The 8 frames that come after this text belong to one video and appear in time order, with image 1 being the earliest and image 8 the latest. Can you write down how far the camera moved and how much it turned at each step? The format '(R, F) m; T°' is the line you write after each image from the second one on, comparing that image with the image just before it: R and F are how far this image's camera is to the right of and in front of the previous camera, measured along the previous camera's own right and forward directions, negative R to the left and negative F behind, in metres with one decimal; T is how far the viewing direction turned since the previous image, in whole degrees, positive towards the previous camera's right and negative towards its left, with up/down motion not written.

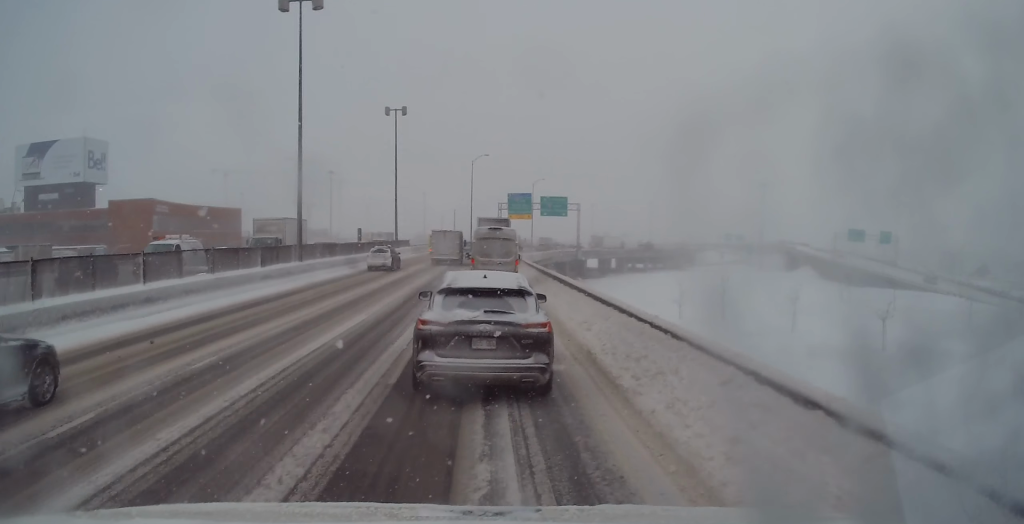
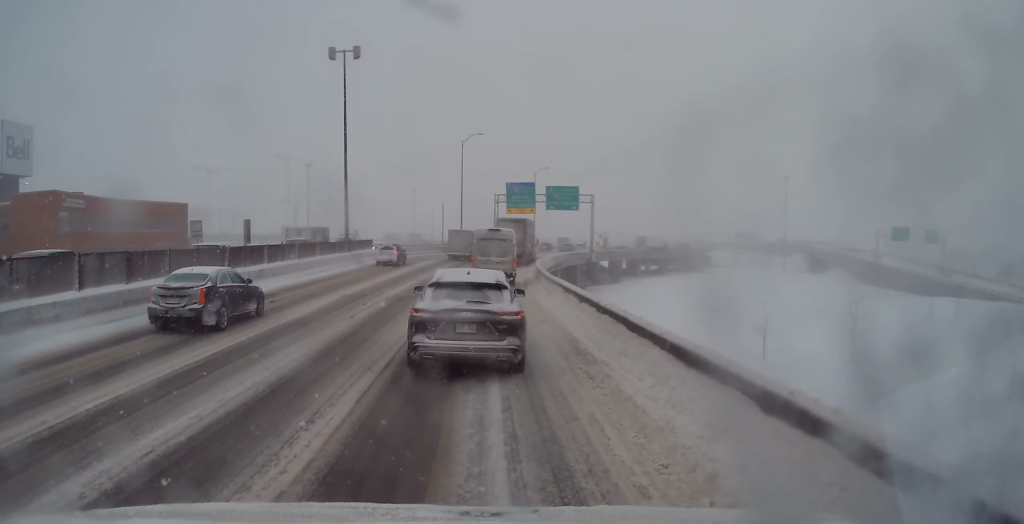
(-0.1, +22.5) m; +3°
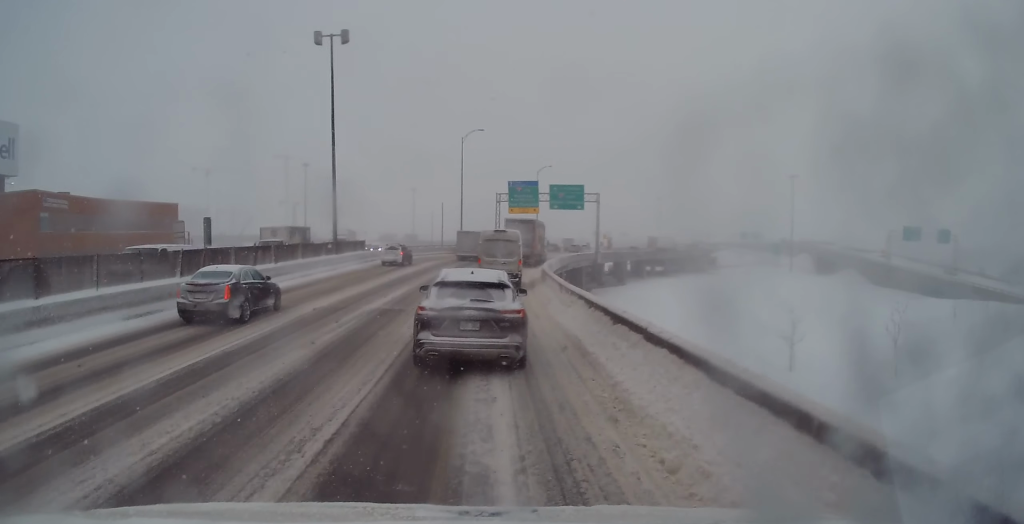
(+0.1, +4.1) m; 0°
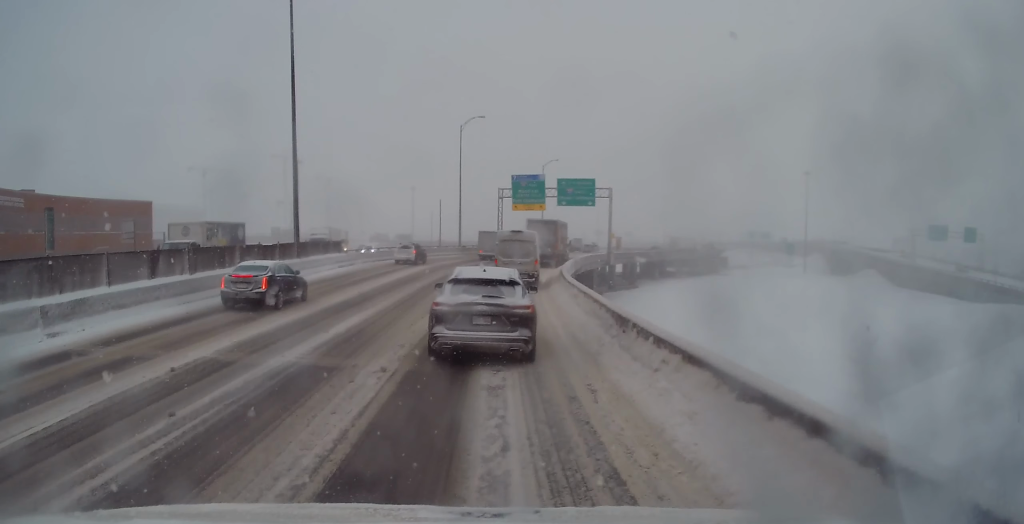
(0.0, +9.1) m; 0°
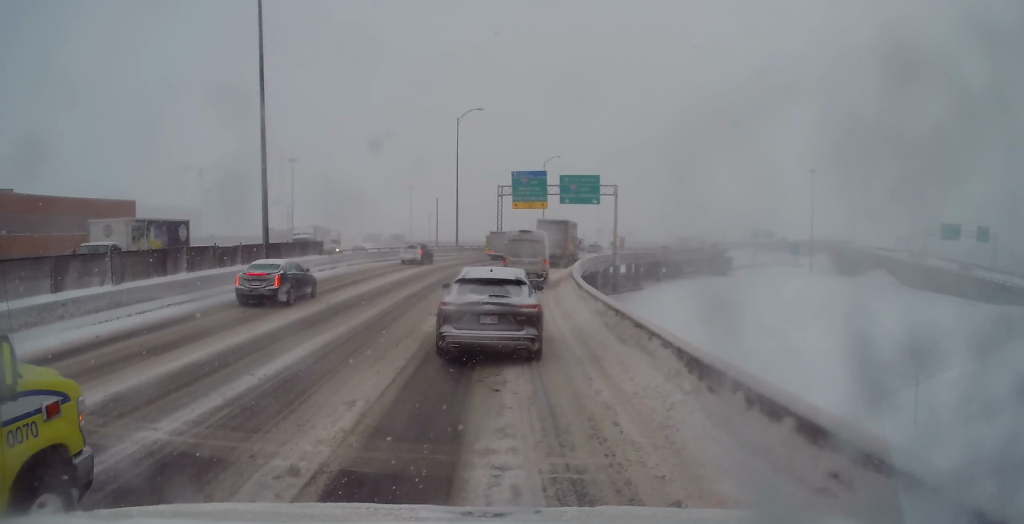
(-0.1, +4.6) m; -1°
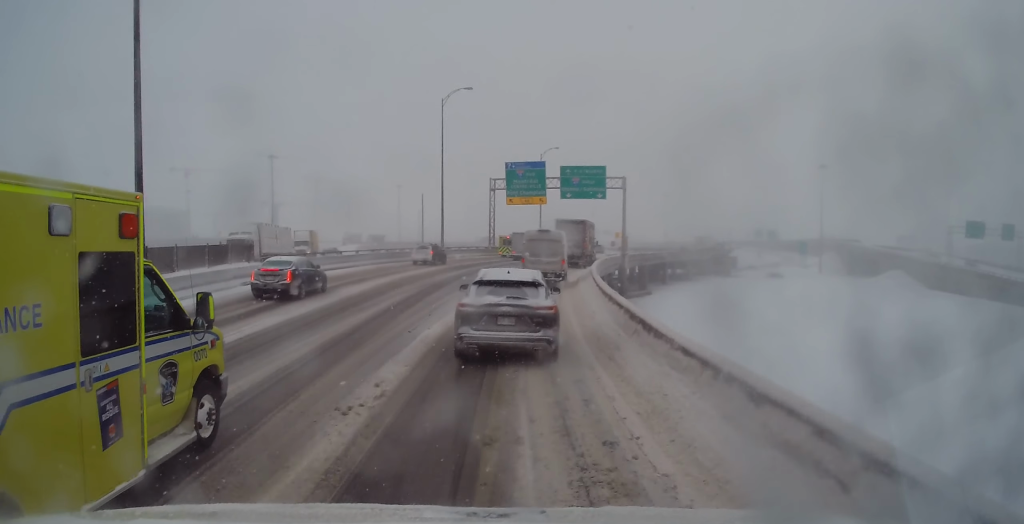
(0.0, +10.6) m; +1°
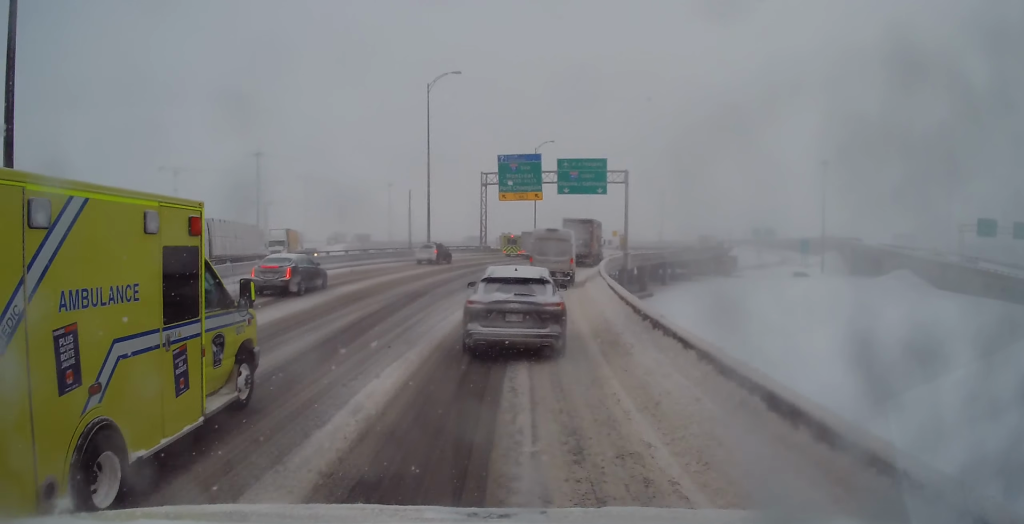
(+0.1, +5.8) m; +1°
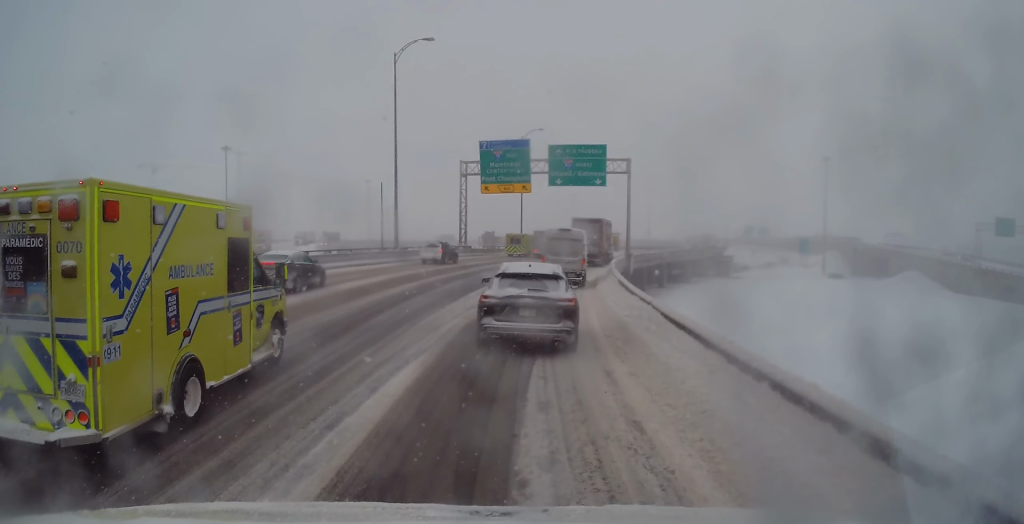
(+0.2, +9.8) m; +2°
